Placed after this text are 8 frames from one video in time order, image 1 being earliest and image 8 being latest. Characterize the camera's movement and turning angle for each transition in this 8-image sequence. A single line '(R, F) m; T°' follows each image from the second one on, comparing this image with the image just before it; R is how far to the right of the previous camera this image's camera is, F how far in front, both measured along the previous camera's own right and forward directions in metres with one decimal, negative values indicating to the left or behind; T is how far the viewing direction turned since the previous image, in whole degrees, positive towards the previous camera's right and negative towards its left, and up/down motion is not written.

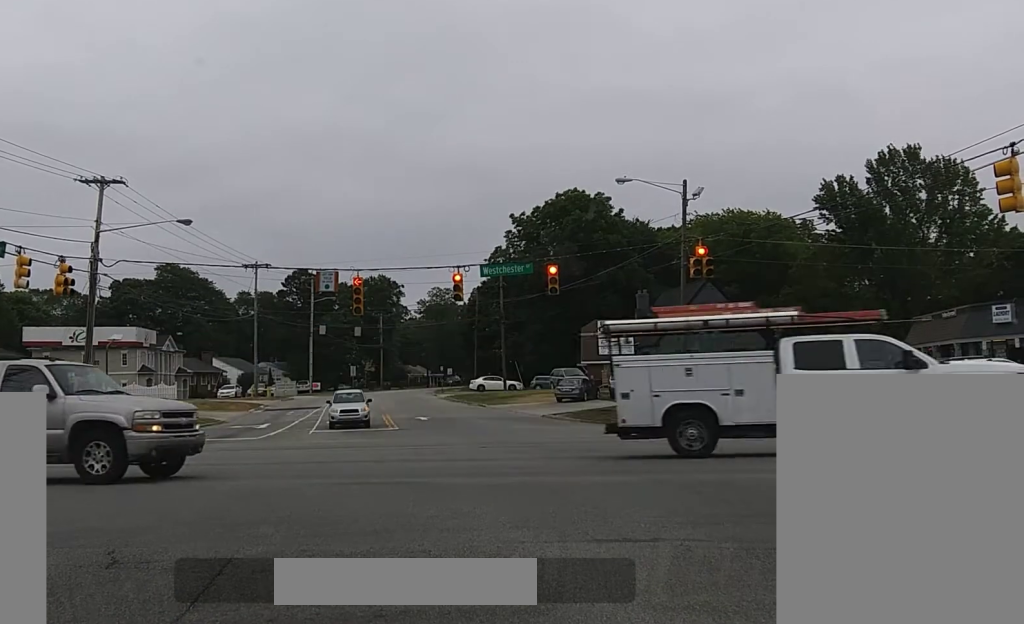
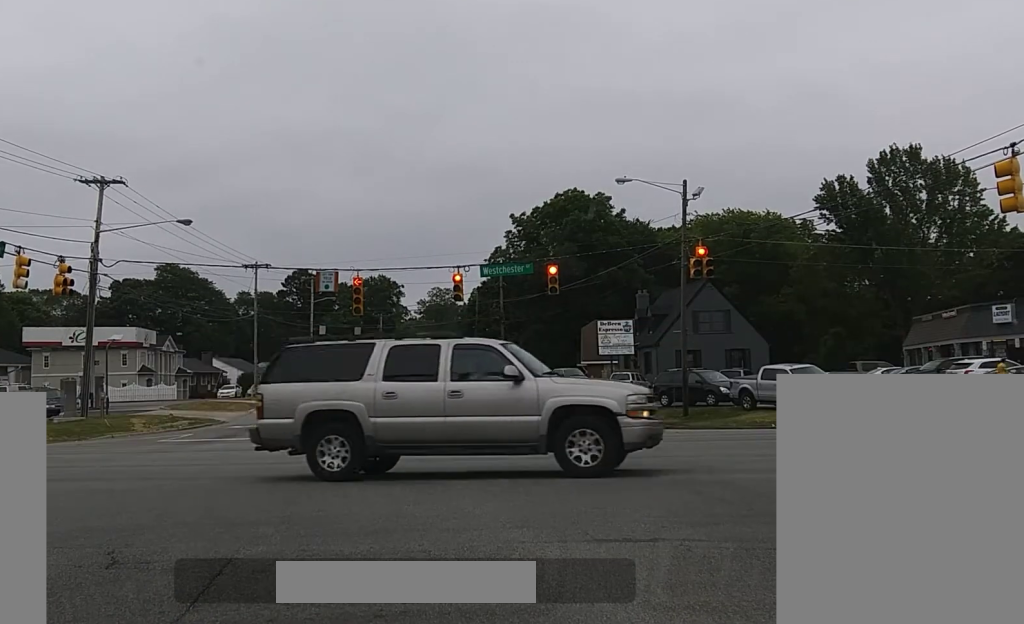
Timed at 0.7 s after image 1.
(0.0, -0.1) m; 0°
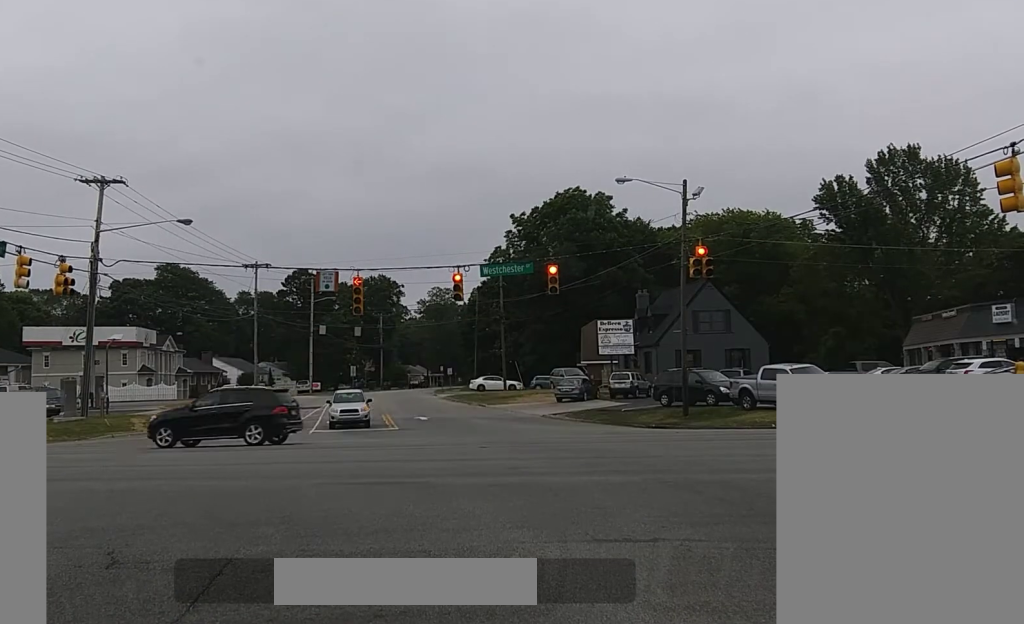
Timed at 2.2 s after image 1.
(-0.1, -0.2) m; 0°
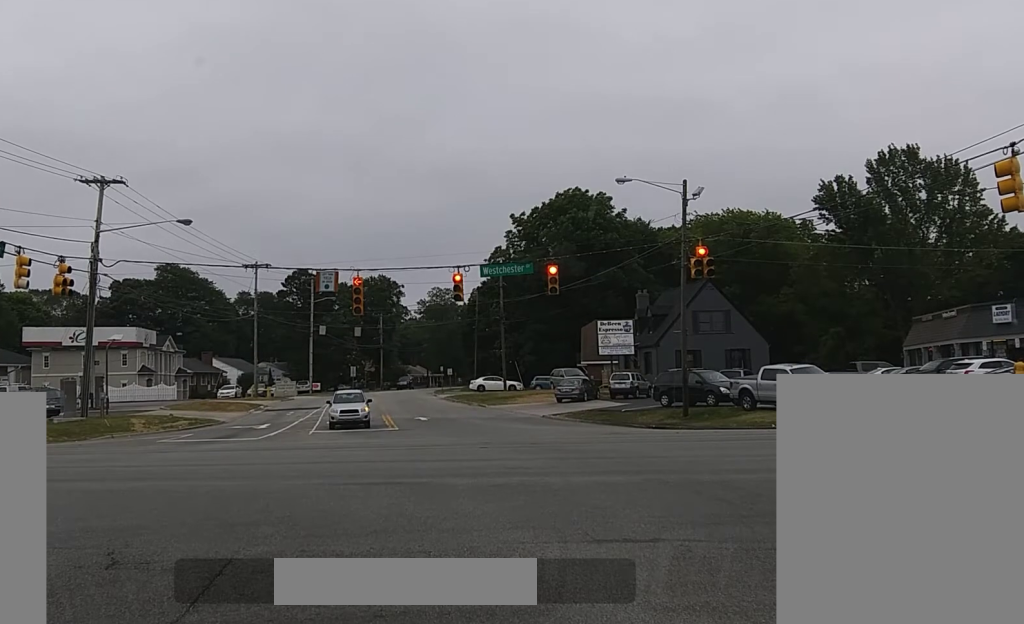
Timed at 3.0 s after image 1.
(-0.1, +0.3) m; 0°
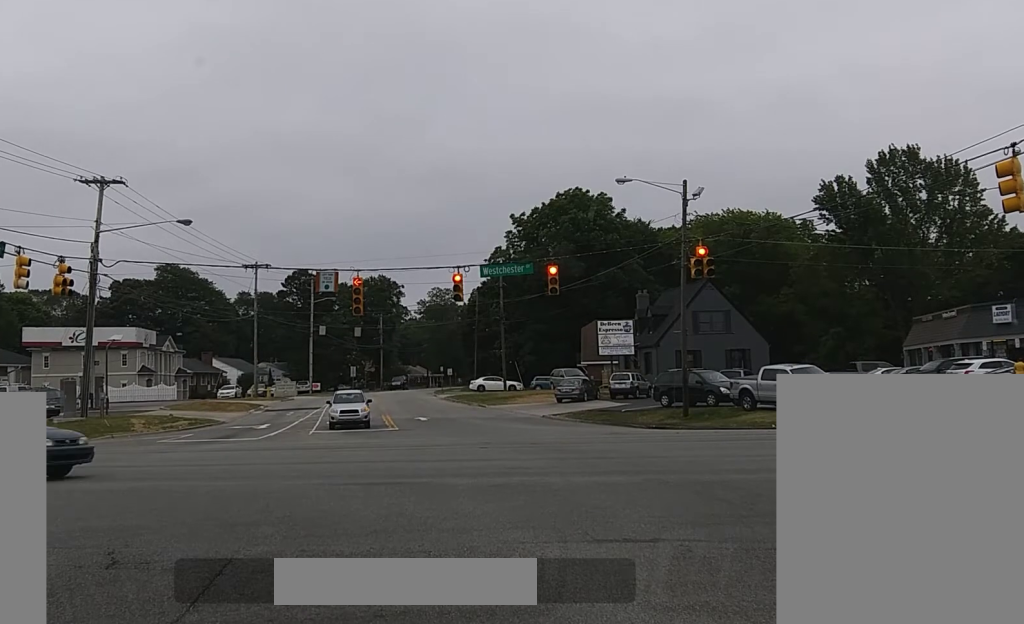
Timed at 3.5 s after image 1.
(+0.1, +0.1) m; 0°
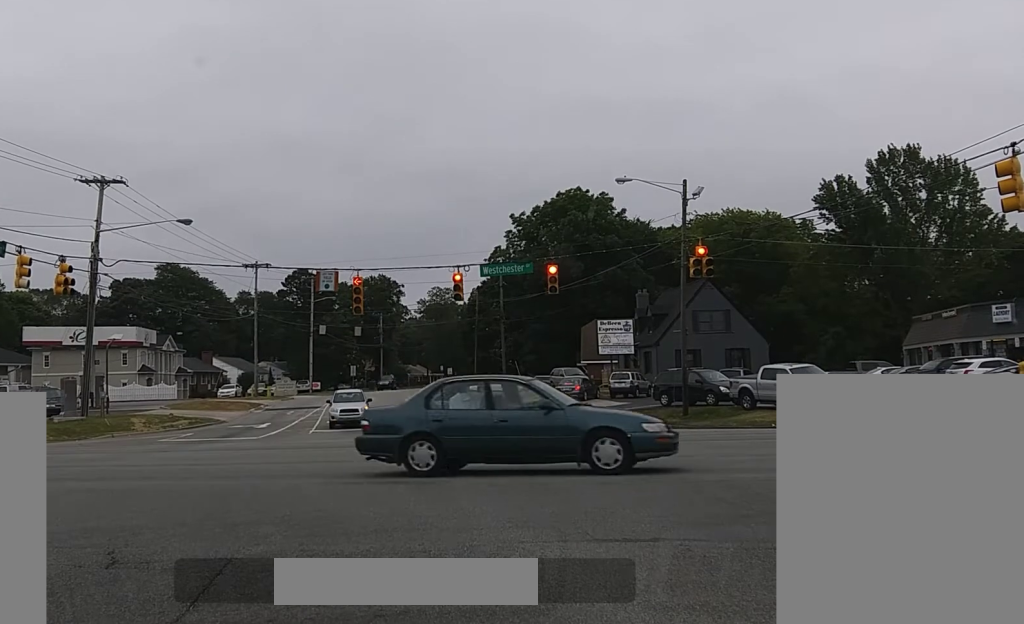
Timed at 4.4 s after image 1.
(+0.2, 0.0) m; 0°
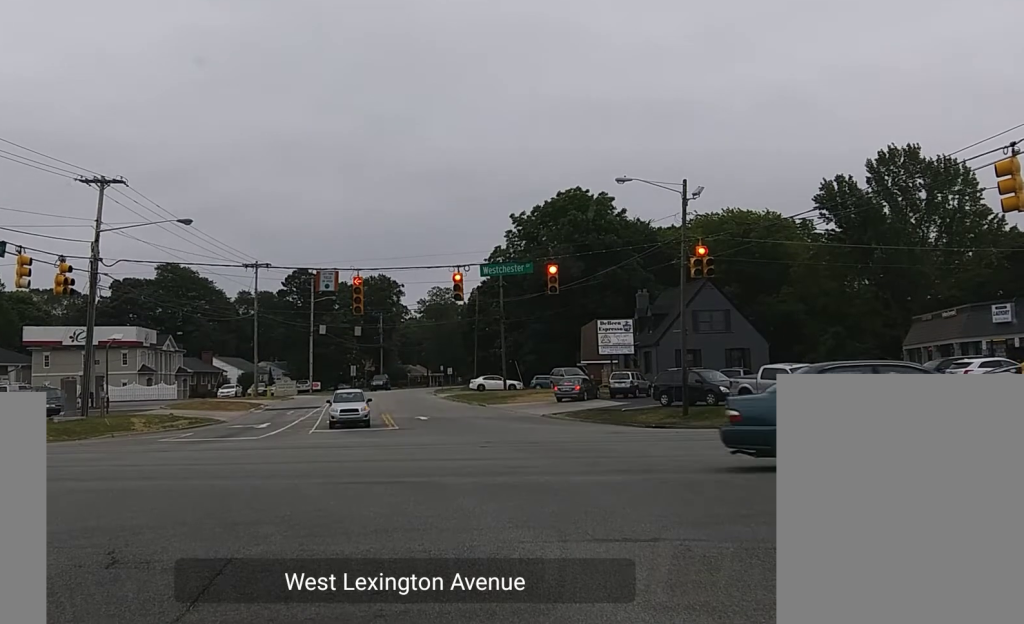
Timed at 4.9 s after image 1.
(+0.1, 0.0) m; 0°
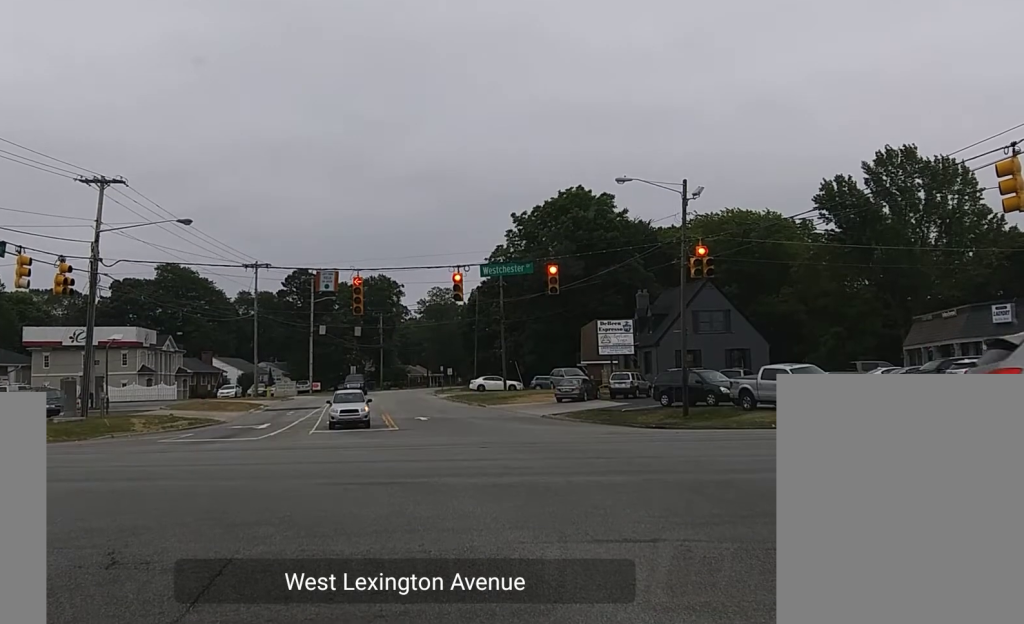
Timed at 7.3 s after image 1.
(0.0, +0.5) m; 0°
